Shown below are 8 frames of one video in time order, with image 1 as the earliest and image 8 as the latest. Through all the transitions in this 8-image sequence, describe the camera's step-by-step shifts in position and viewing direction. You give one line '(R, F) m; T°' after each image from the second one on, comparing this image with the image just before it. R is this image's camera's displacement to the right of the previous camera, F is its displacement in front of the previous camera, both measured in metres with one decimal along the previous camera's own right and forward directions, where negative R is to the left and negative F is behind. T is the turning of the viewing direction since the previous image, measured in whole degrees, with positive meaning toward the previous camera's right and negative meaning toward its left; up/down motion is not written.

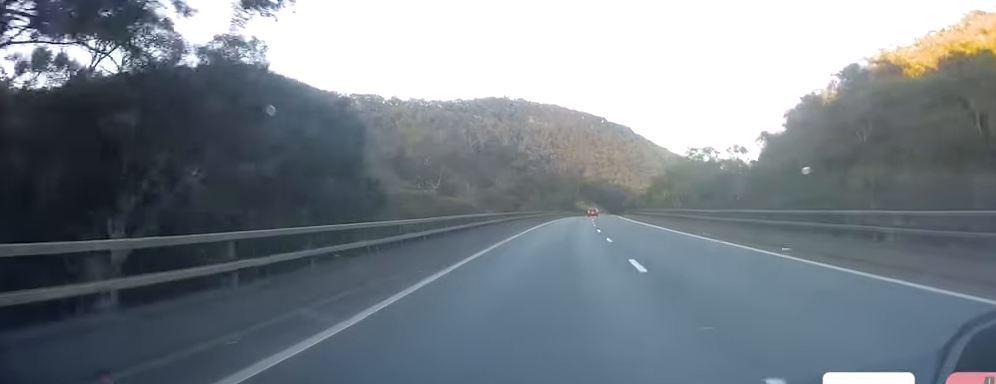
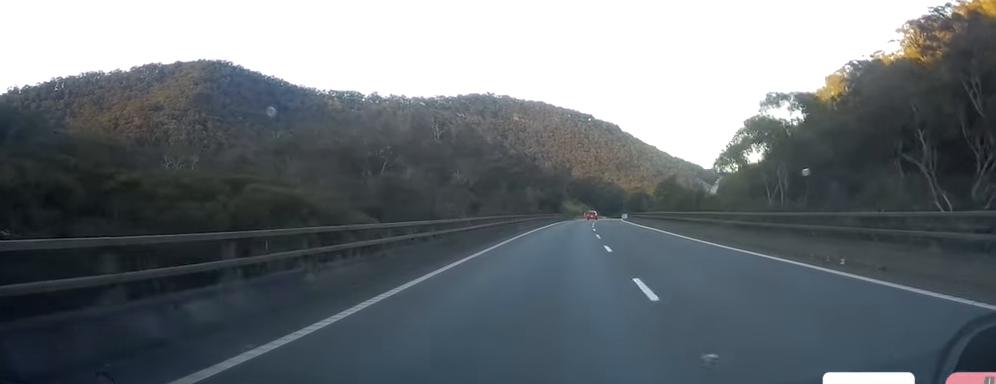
(+0.6, +40.3) m; +2°
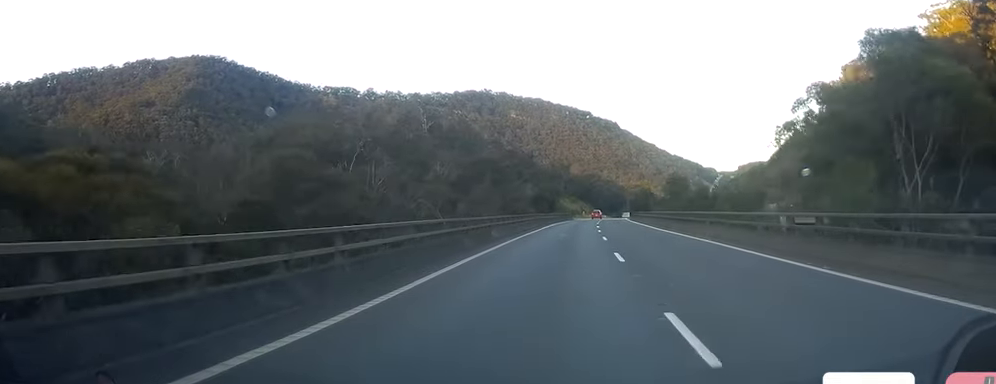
(+0.1, +16.3) m; +1°
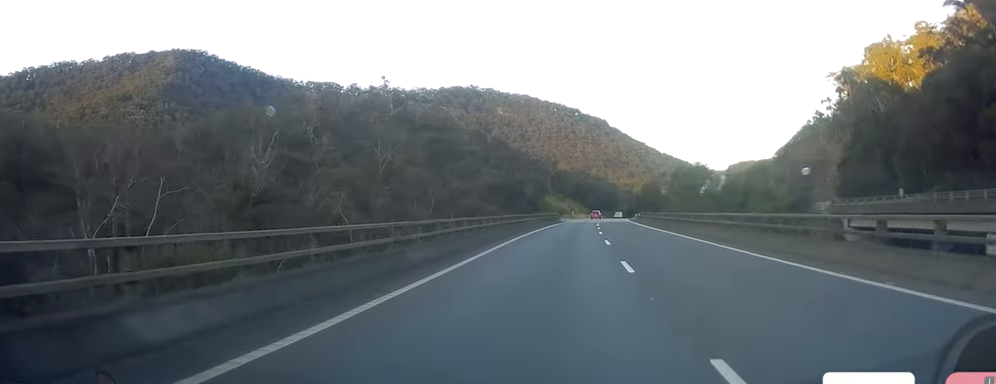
(+0.5, +26.9) m; +1°
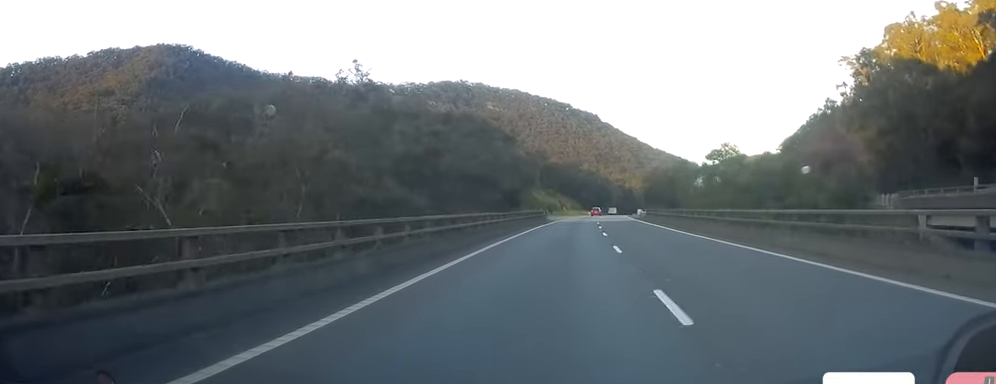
(-0.2, +19.2) m; 0°
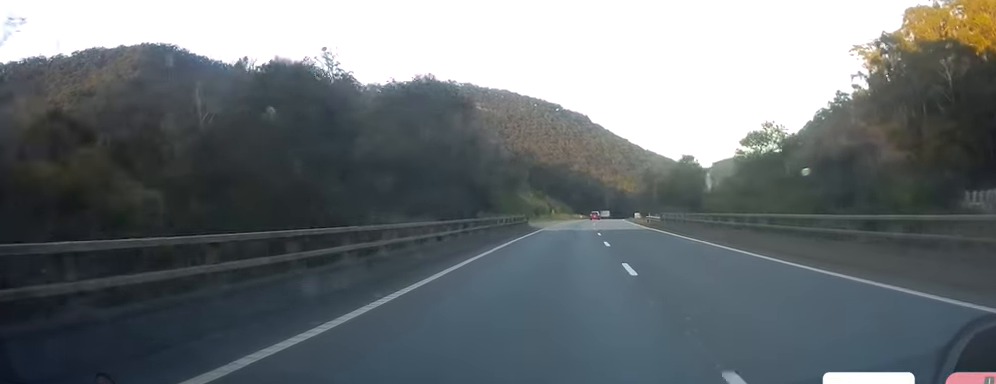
(+0.1, +17.5) m; +1°
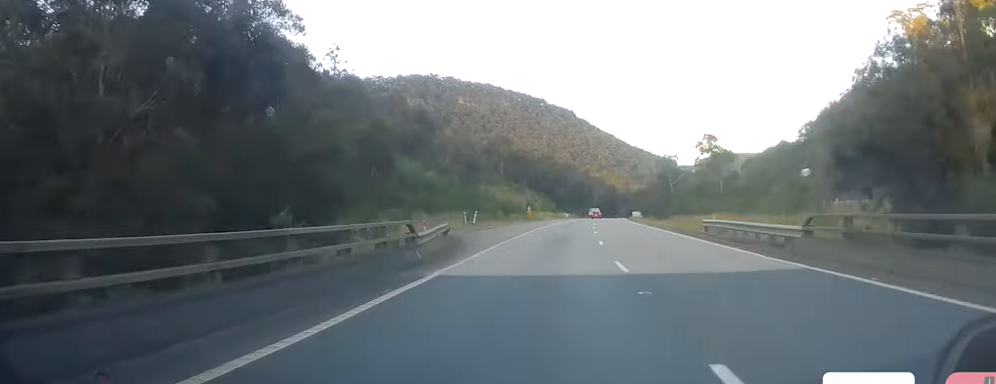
(+0.6, +36.0) m; +2°
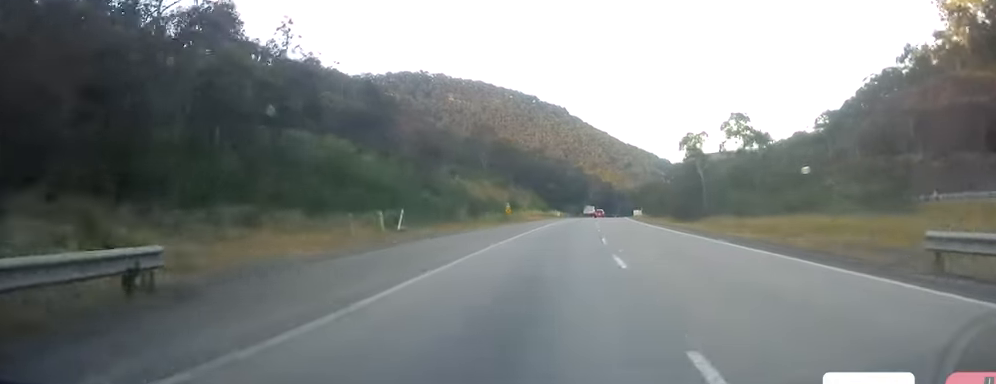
(+0.1, +23.4) m; +1°
